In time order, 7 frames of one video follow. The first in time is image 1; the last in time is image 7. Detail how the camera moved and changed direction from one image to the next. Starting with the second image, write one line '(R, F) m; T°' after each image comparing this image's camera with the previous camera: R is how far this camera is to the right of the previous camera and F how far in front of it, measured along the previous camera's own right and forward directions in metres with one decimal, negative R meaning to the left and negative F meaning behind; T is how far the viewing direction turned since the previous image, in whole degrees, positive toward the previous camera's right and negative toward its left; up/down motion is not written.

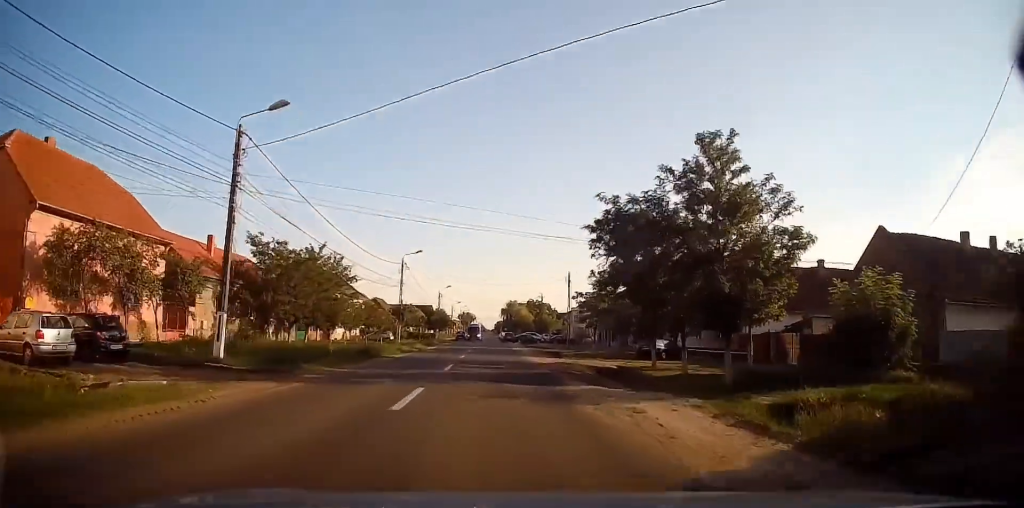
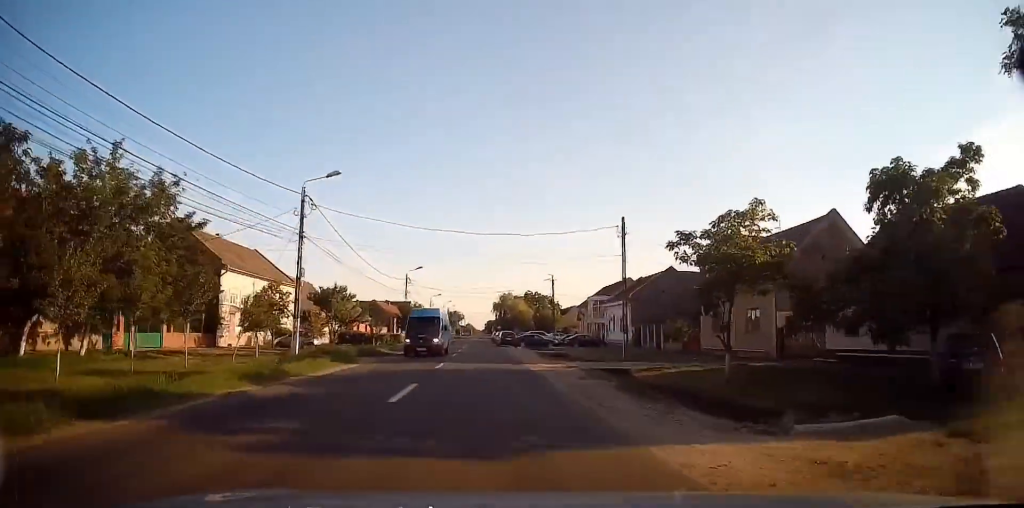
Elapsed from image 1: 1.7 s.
(0.0, +26.8) m; 0°
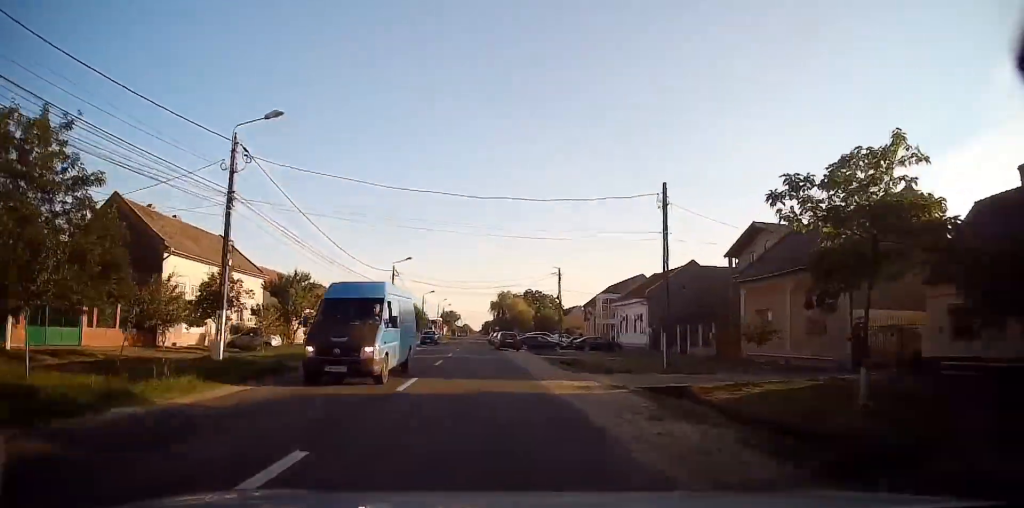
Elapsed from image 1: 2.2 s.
(0.0, +7.7) m; 0°
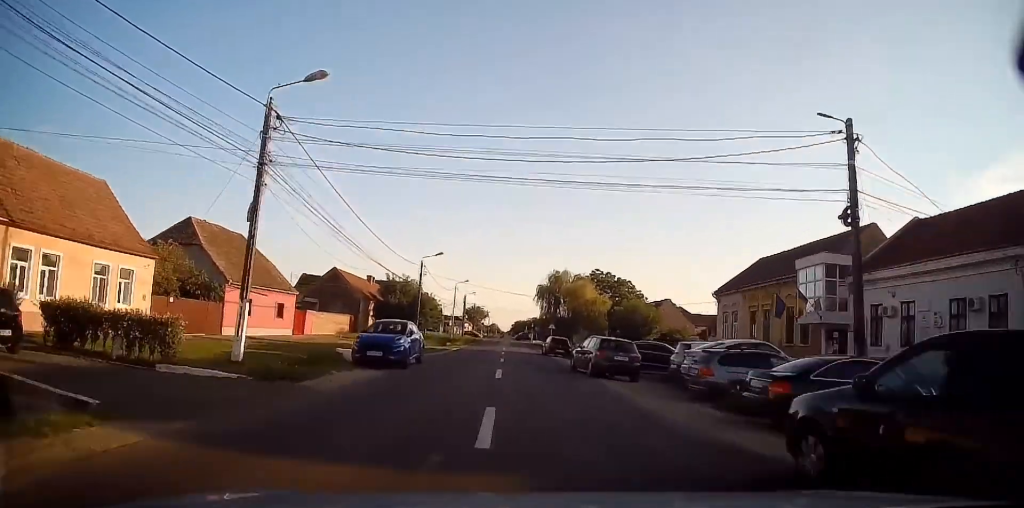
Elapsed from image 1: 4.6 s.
(-0.7, +39.9) m; -1°
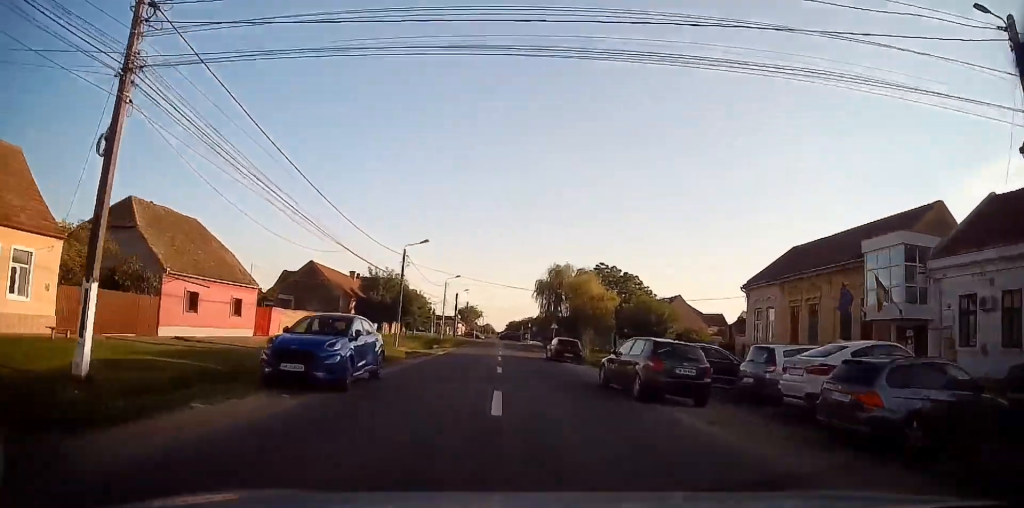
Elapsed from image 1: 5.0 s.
(+0.1, +6.6) m; +1°
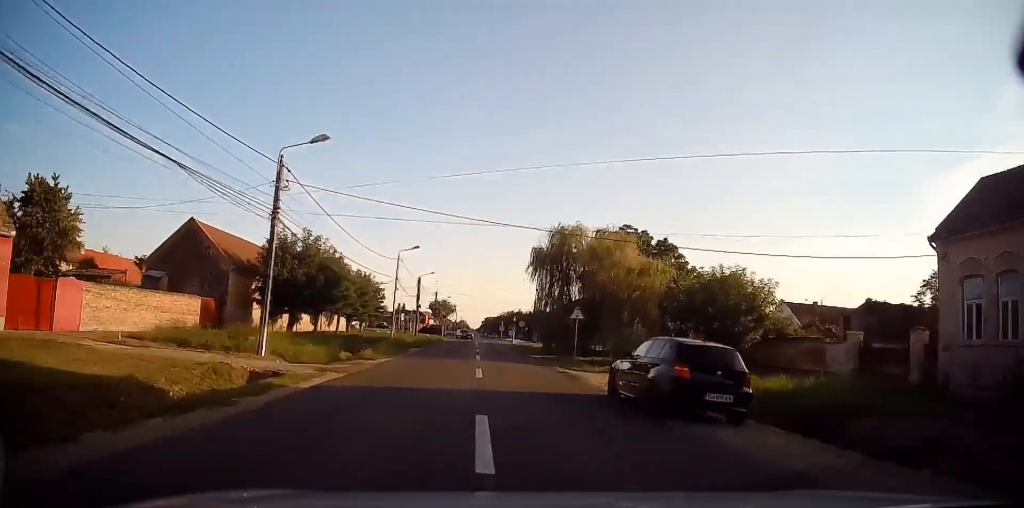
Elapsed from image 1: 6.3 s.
(+0.3, +21.2) m; +3°
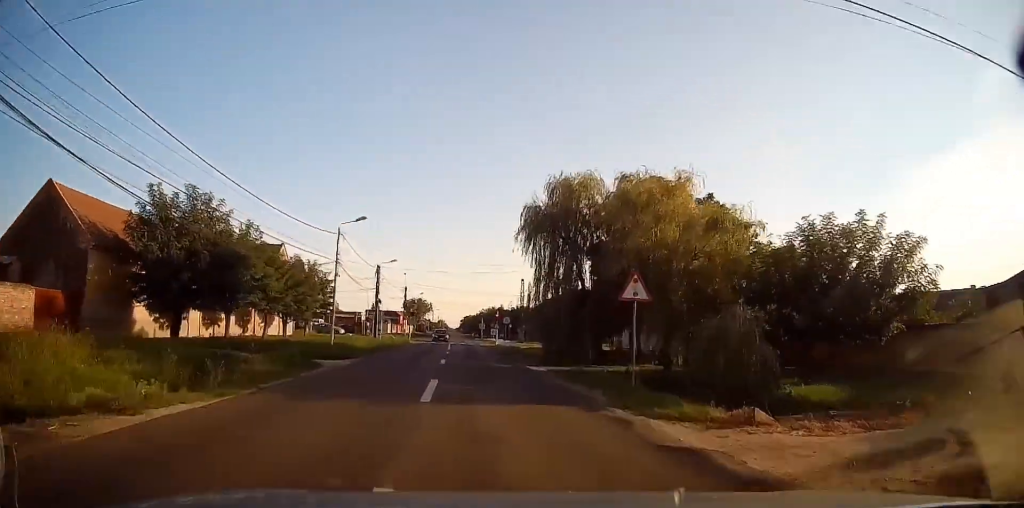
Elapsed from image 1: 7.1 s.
(+0.4, +12.7) m; +1°
